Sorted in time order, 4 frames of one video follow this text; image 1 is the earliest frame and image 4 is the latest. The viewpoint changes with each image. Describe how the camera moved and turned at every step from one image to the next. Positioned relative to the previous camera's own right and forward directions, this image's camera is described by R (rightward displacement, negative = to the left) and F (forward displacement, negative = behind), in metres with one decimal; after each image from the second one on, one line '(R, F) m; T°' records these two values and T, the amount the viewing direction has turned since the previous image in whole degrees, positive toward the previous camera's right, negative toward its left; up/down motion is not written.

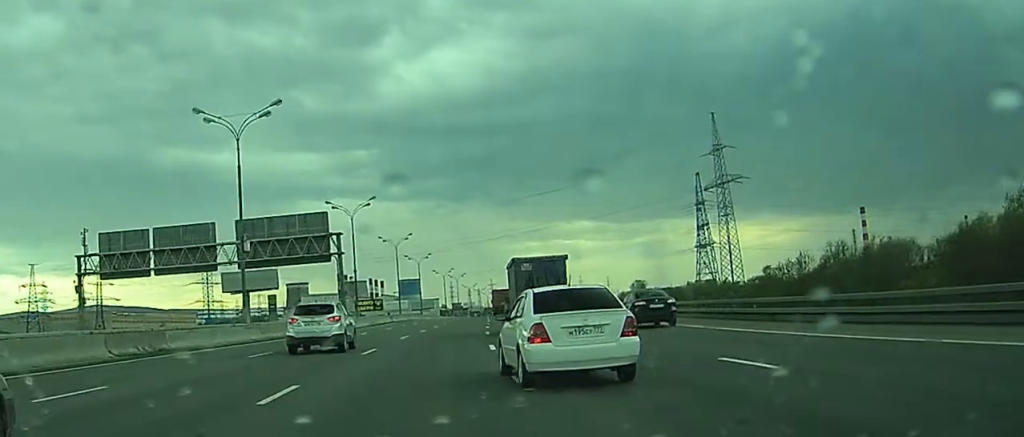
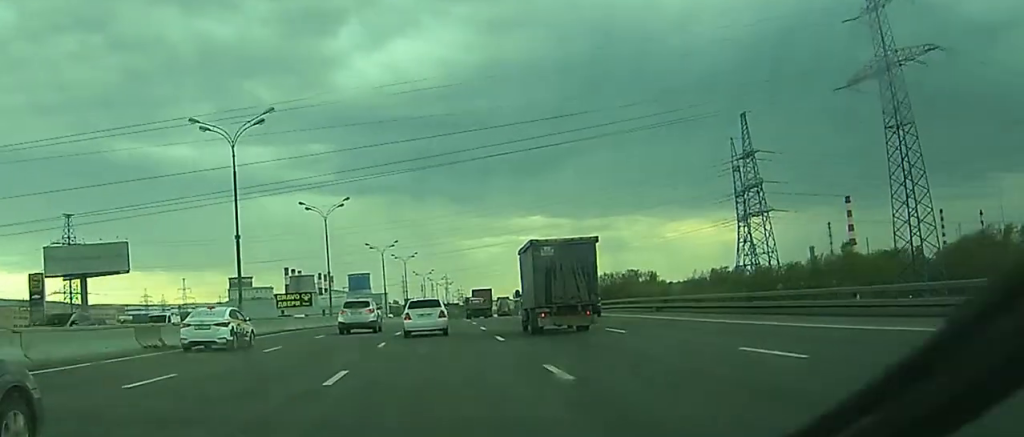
(+2.1, +86.1) m; +3°
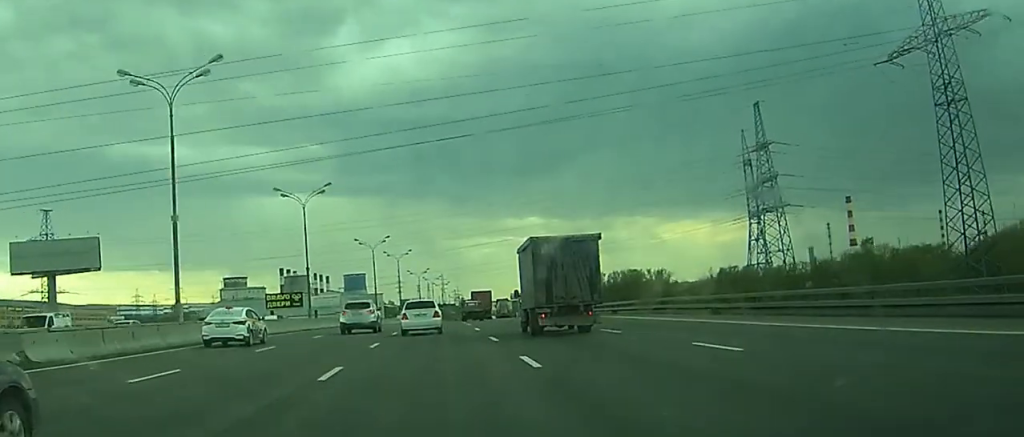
(0.0, +11.9) m; 0°
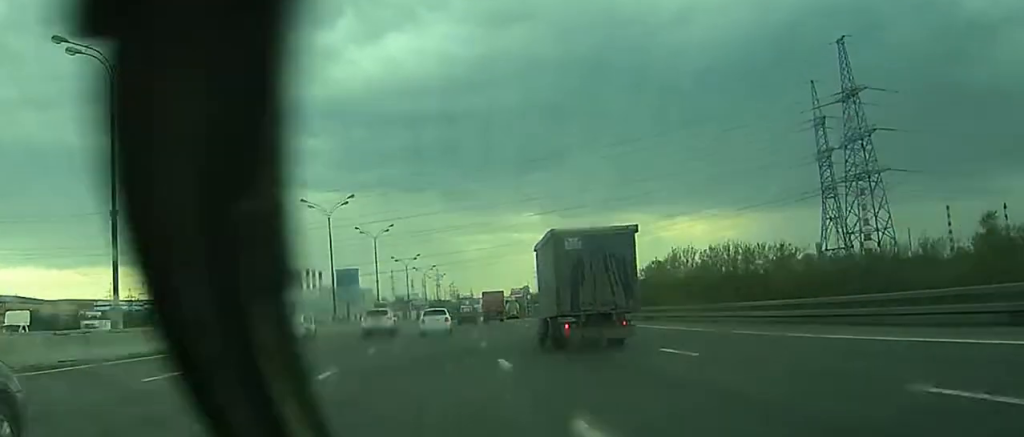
(-0.2, +47.8) m; -1°
